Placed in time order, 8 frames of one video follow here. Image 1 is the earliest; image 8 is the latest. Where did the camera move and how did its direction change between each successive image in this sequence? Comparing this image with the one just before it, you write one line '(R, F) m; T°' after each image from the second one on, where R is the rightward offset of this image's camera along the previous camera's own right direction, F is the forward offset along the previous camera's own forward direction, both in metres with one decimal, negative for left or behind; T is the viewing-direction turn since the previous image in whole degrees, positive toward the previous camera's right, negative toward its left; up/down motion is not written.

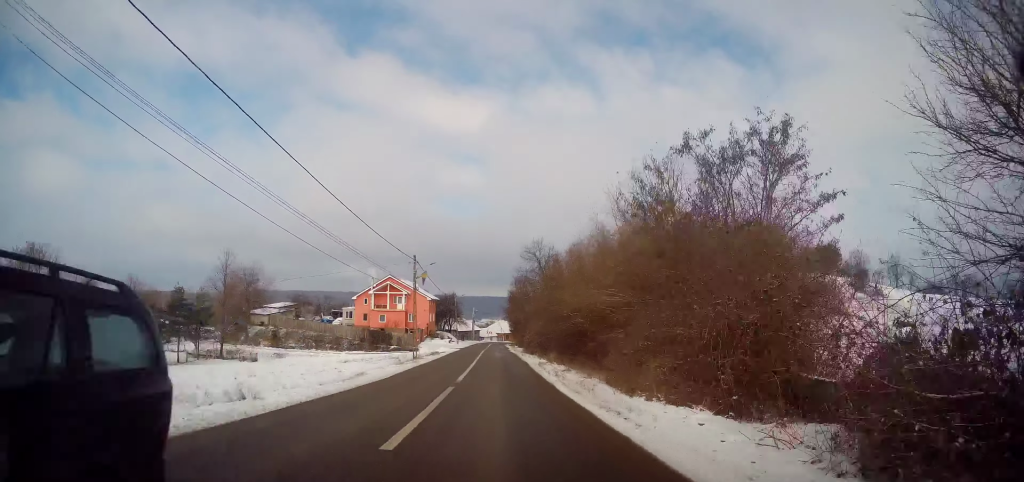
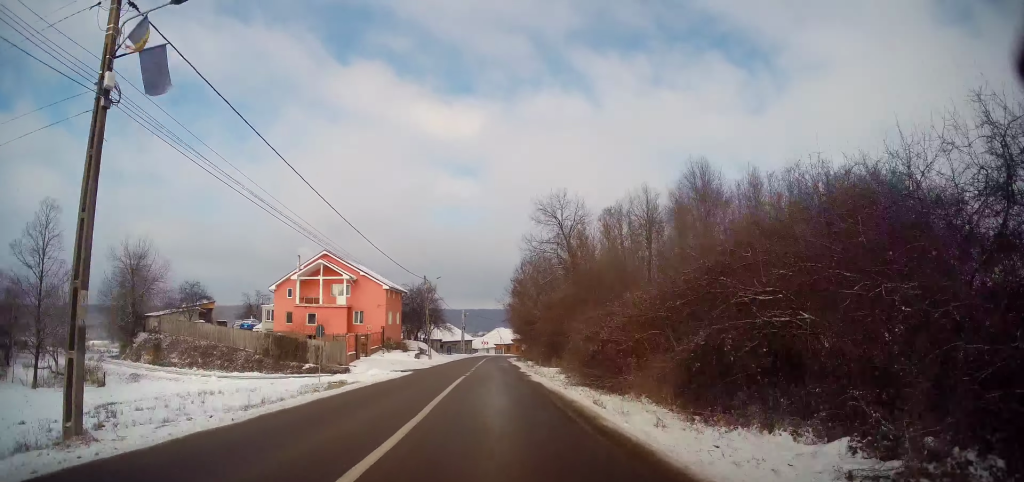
(-0.2, +32.7) m; 0°
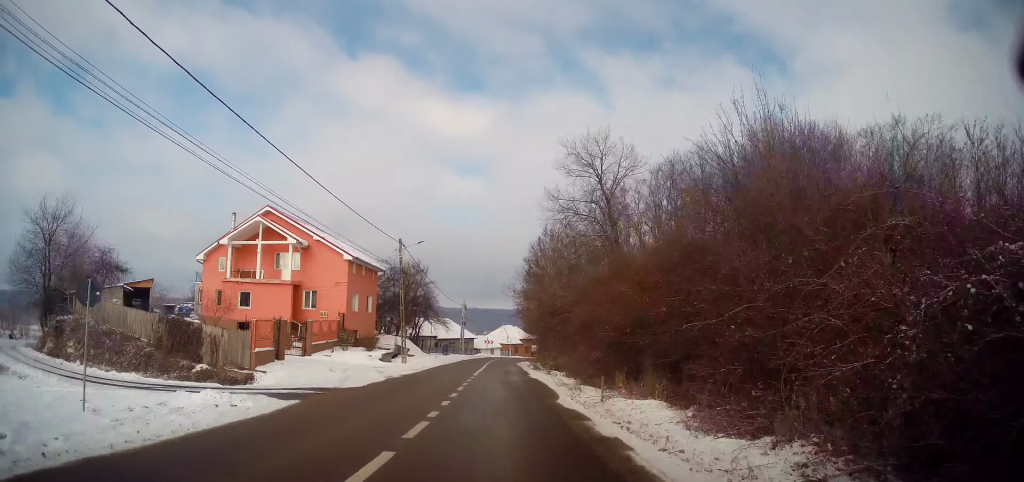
(0.0, +16.1) m; 0°
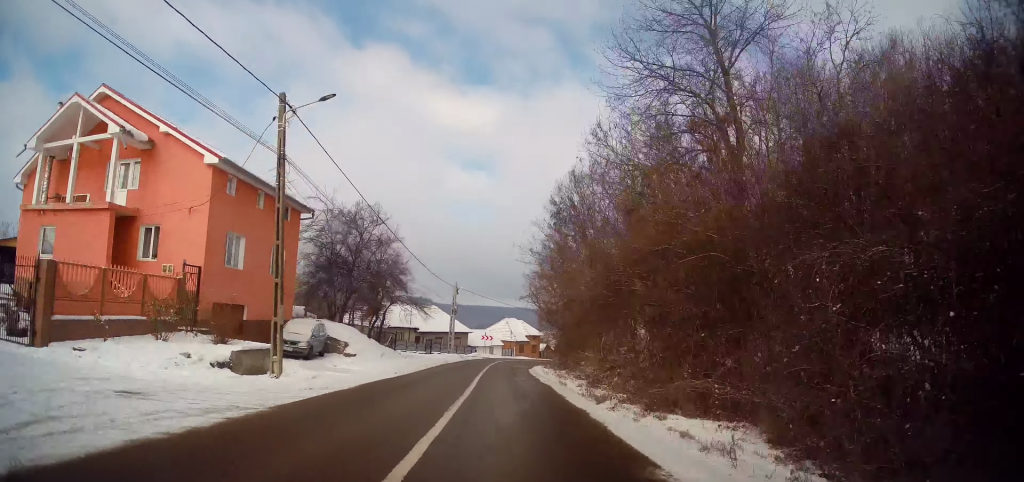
(-0.2, +19.6) m; 0°
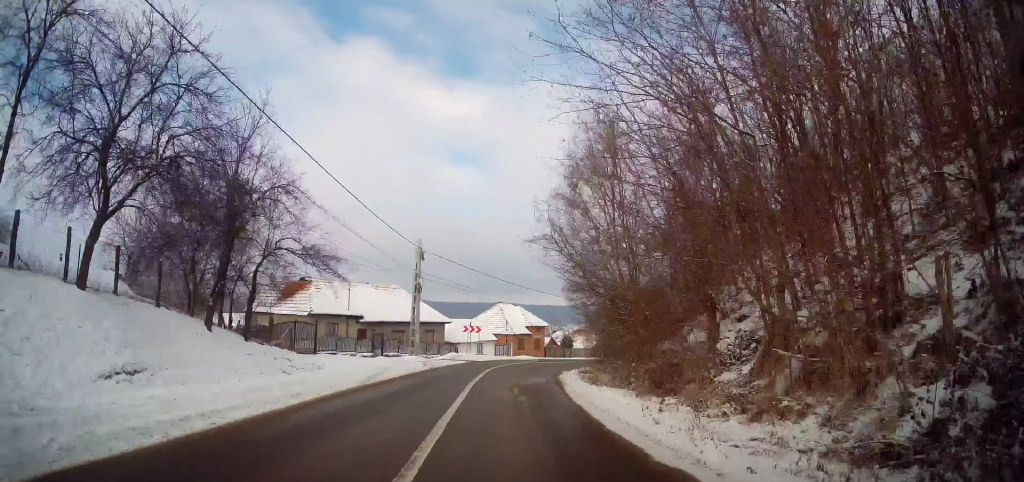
(+0.2, +22.1) m; +2°
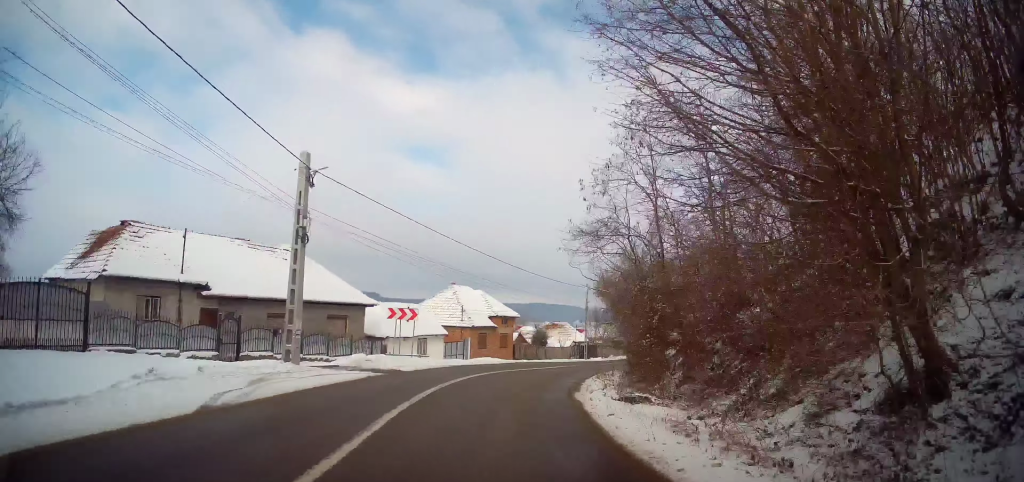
(+0.4, +16.9) m; +5°
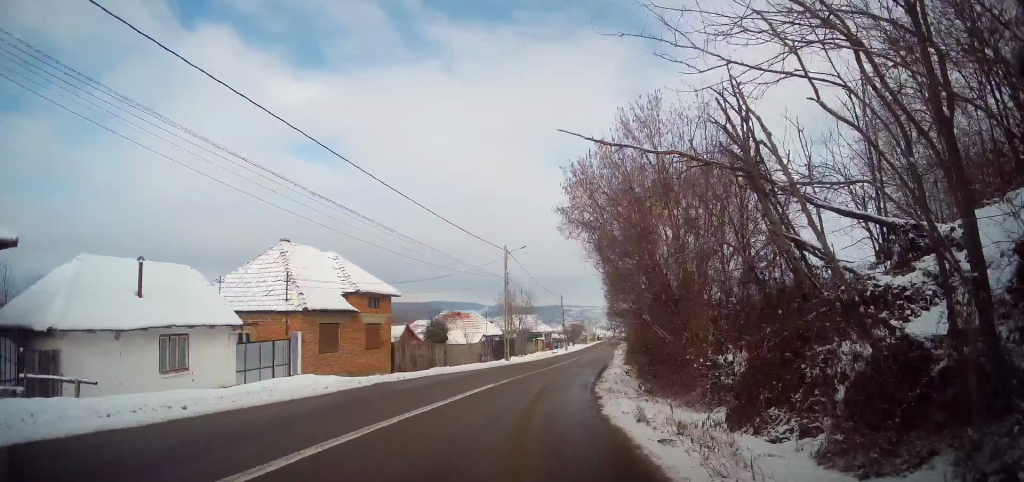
(+1.3, +20.2) m; +9°
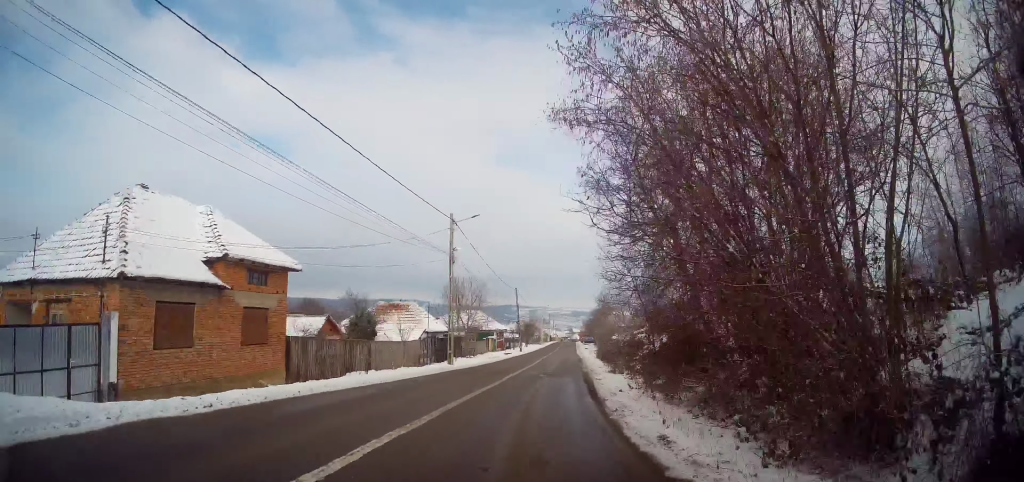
(+0.2, +8.9) m; +4°
